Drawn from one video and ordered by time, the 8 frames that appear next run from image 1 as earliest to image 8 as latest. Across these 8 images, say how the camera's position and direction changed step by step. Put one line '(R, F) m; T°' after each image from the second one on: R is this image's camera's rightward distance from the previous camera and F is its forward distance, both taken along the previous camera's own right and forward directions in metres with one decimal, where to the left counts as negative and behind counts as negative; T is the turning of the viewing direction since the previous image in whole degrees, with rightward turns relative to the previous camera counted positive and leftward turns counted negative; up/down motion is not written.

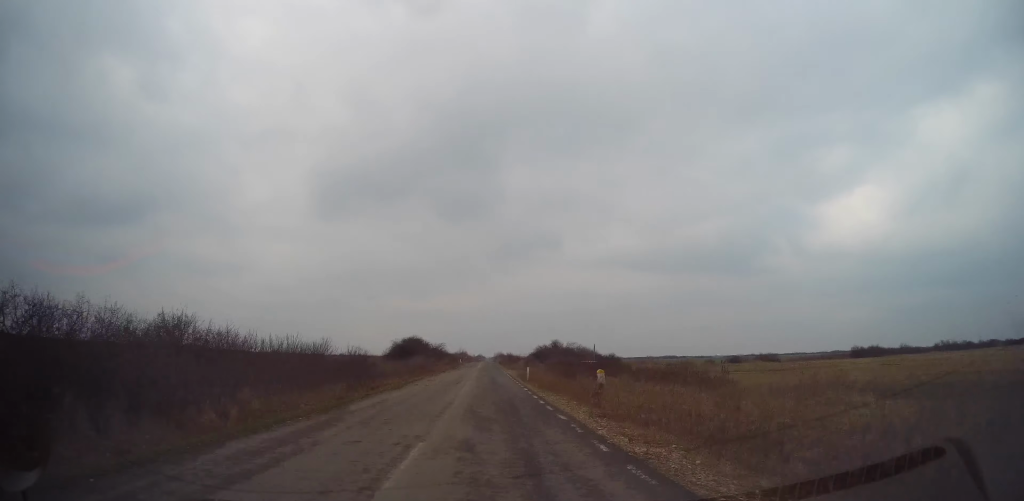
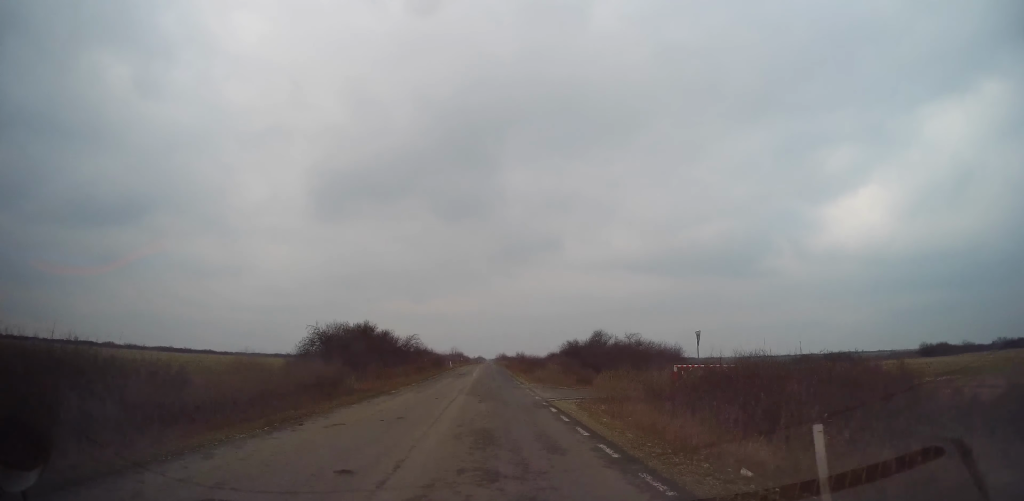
(-0.3, +26.4) m; -1°
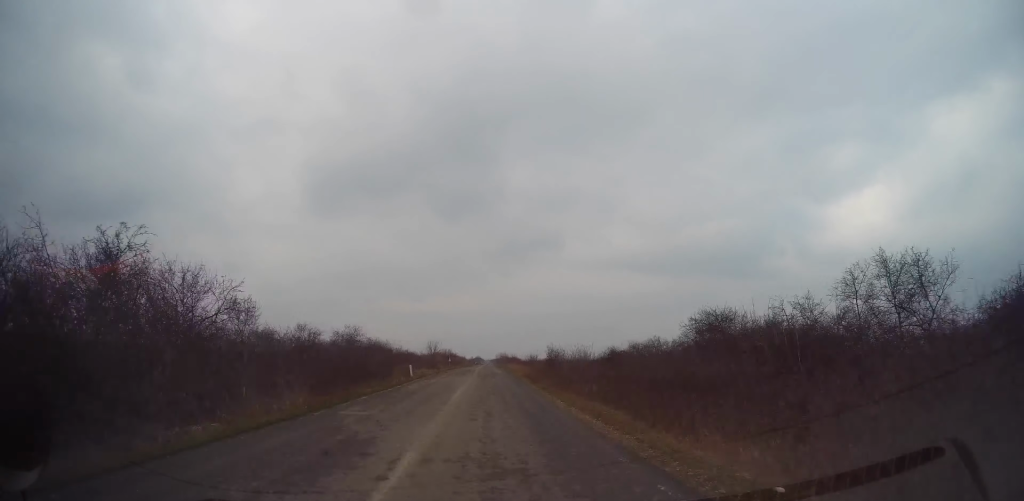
(0.0, +32.5) m; 0°
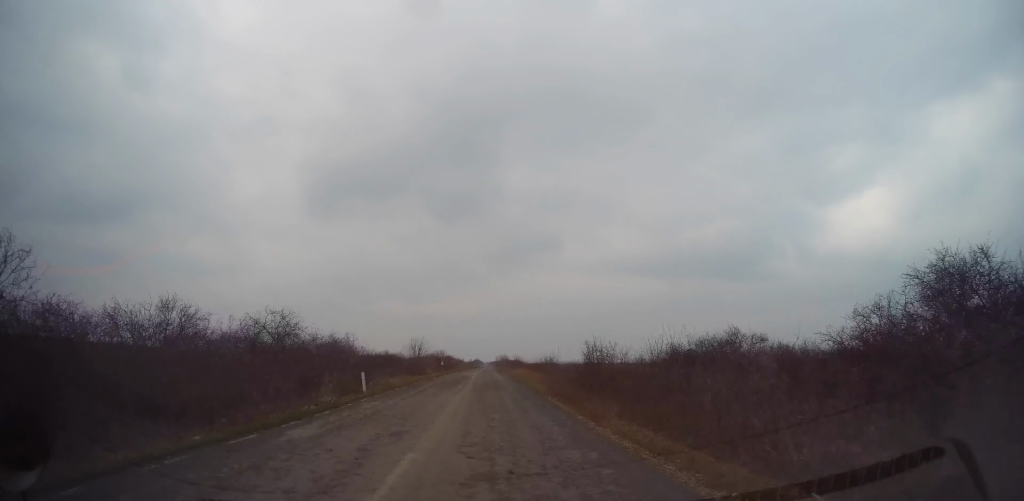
(0.0, +11.7) m; 0°
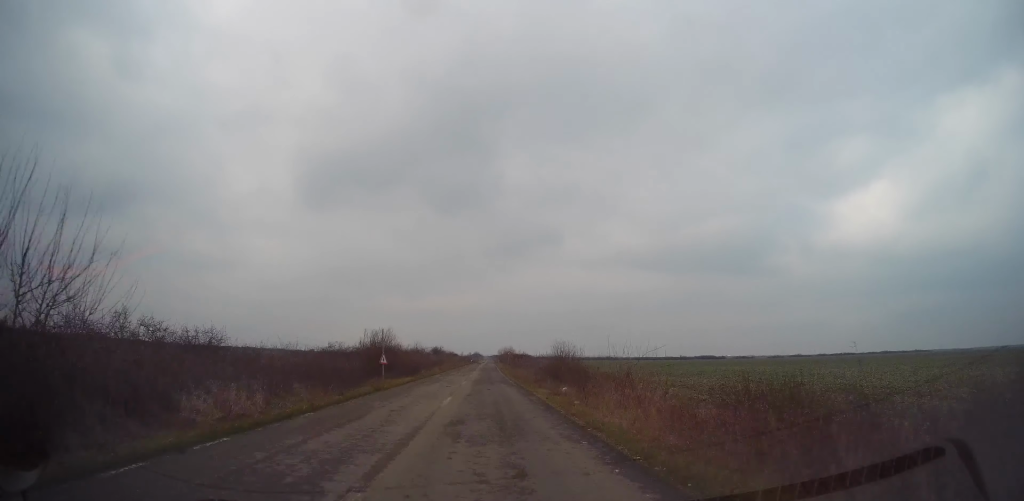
(+0.2, +36.9) m; +1°
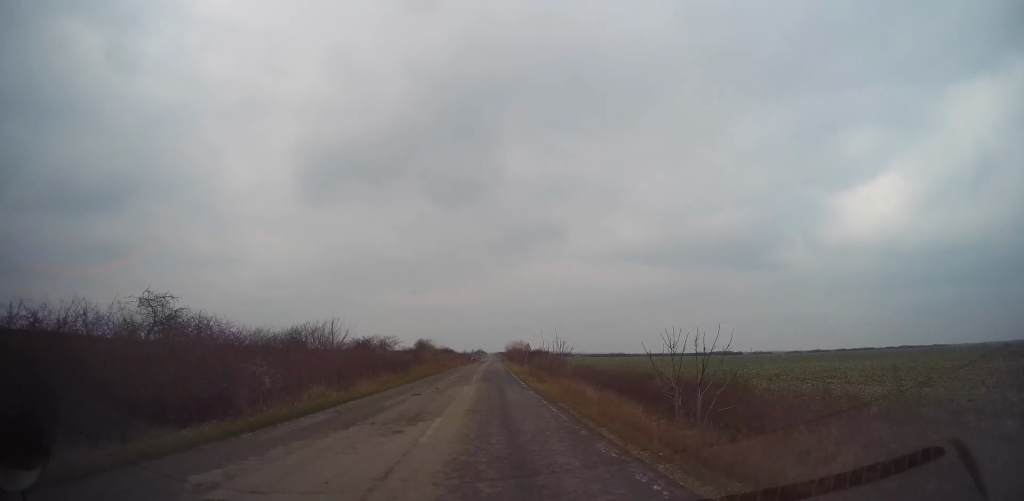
(+0.2, +29.4) m; 0°
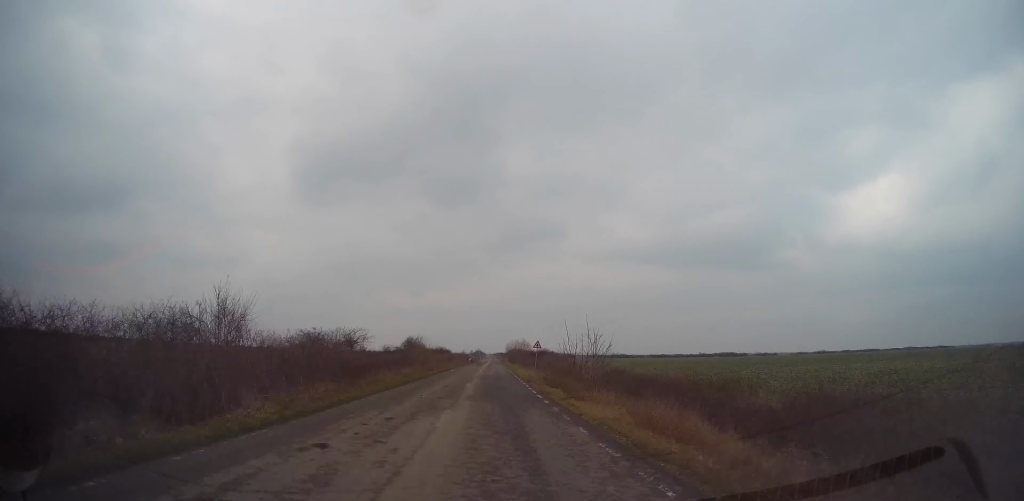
(-0.1, +10.1) m; 0°
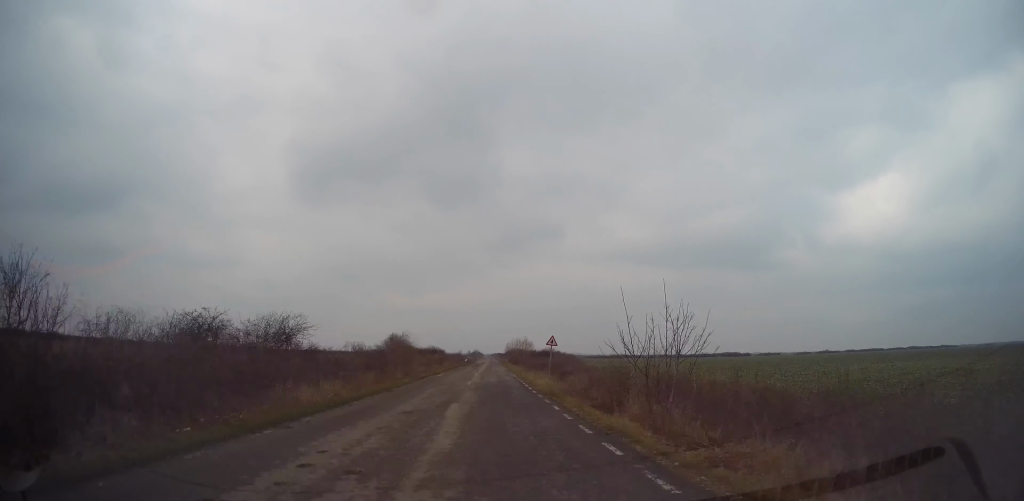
(-0.1, +10.1) m; 0°
